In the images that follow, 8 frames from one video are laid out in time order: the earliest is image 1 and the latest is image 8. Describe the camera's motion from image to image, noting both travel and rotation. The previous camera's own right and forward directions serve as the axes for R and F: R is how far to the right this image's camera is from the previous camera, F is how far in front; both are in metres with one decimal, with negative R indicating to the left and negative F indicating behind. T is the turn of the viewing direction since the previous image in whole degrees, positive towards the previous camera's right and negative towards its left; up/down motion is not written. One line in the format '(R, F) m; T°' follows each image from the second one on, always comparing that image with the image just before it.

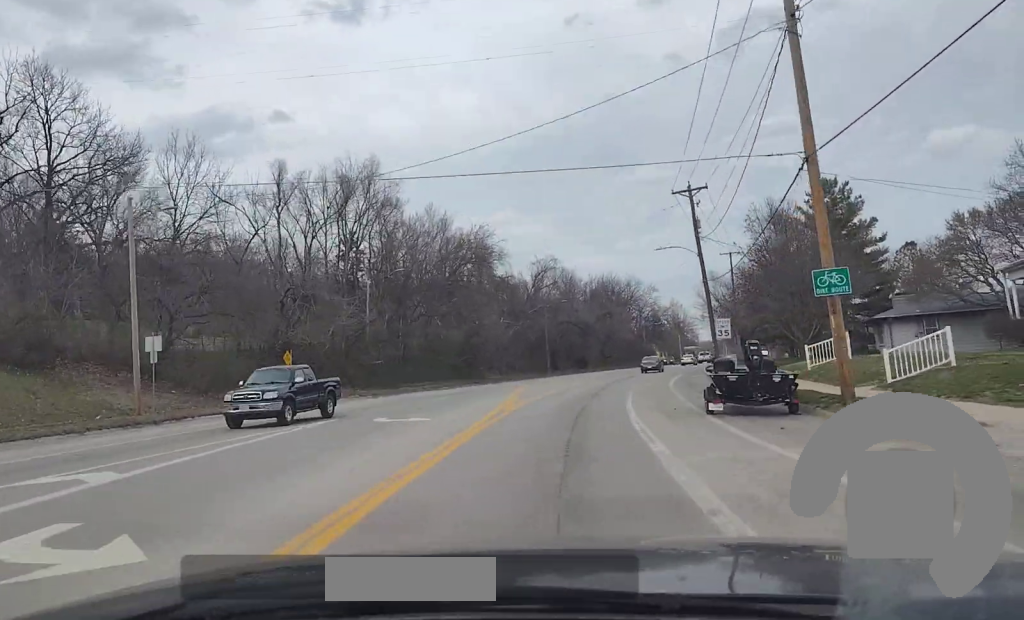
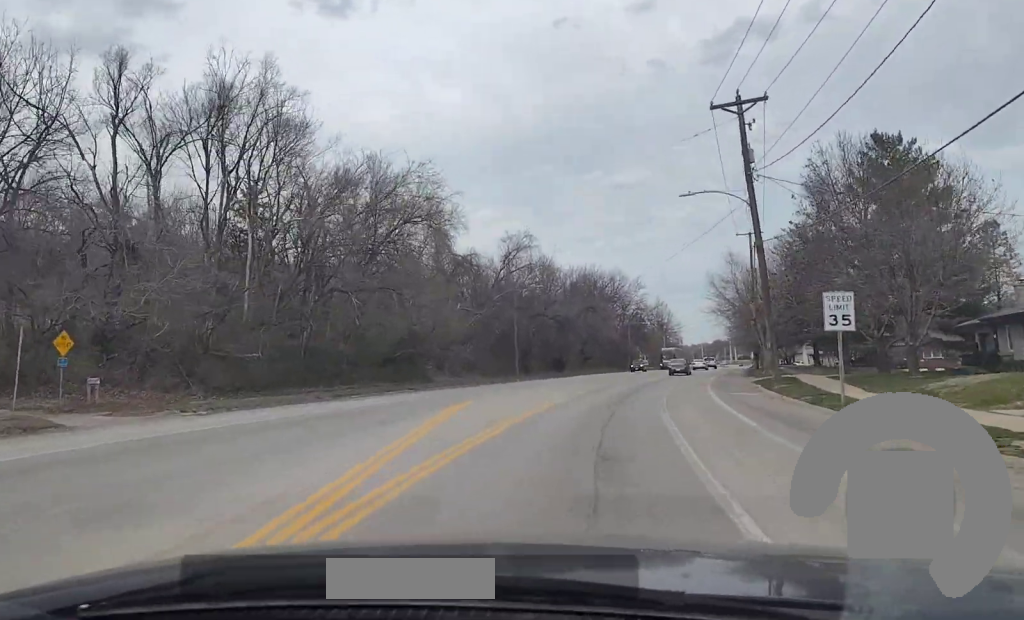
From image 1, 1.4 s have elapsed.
(+1.1, +22.8) m; +5°
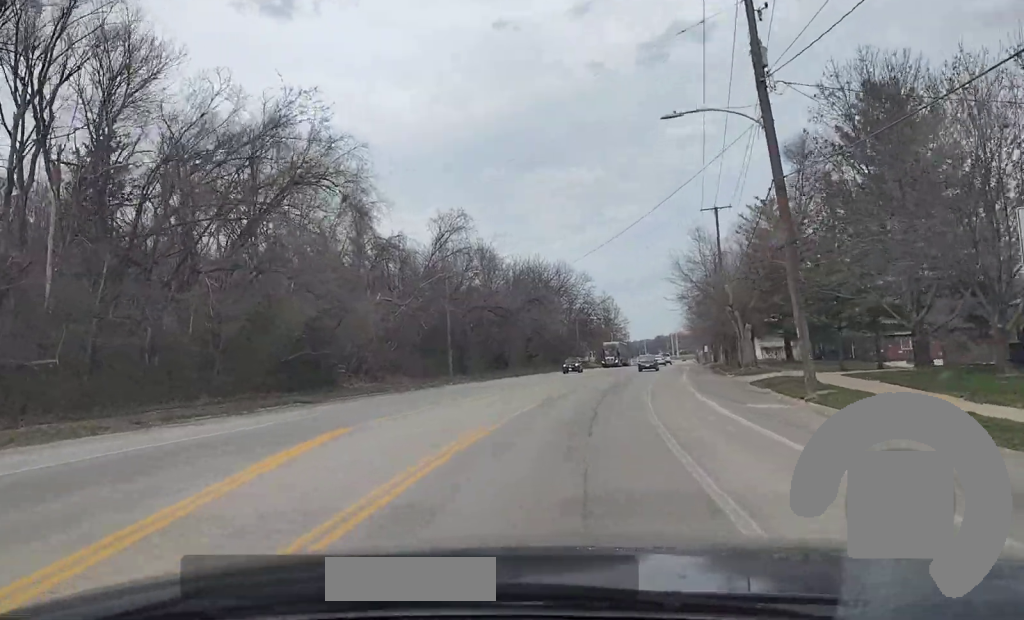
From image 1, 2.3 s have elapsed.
(+0.3, +13.3) m; +1°
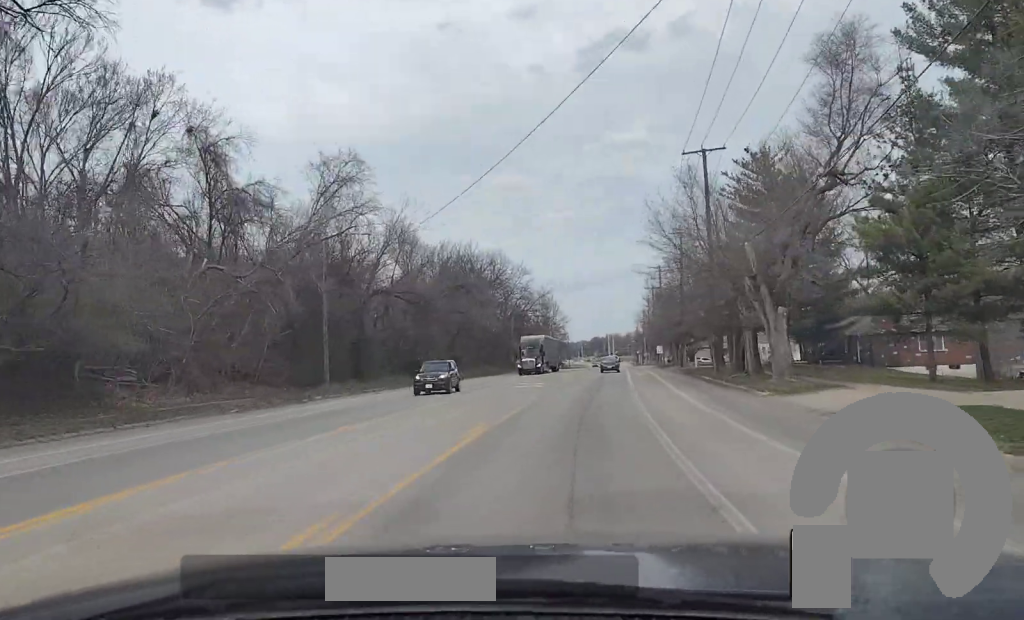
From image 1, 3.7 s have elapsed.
(0.0, +22.0) m; +2°
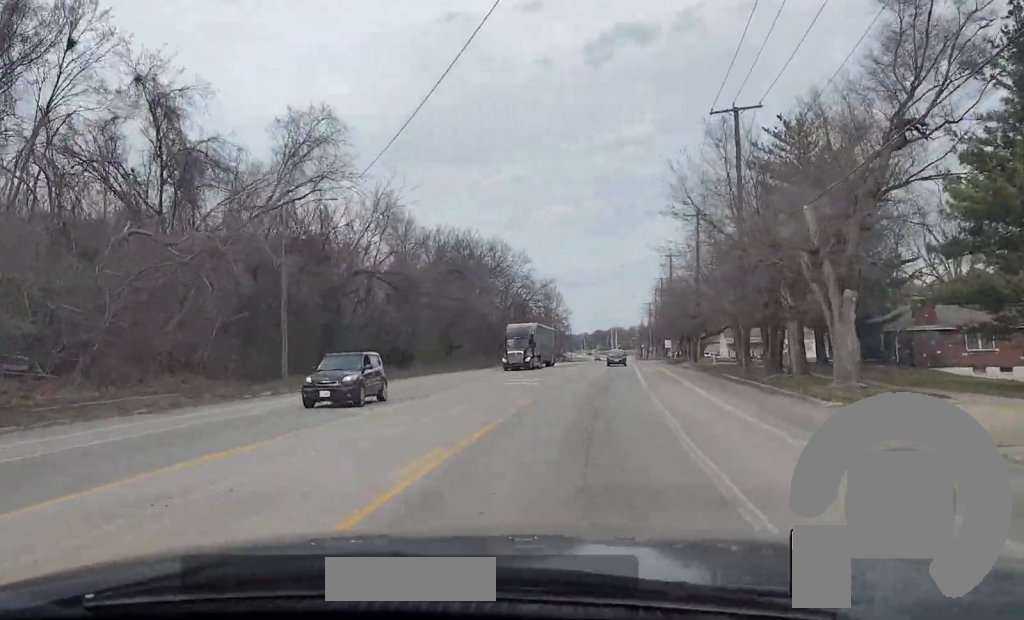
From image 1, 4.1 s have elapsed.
(0.0, +7.6) m; +1°
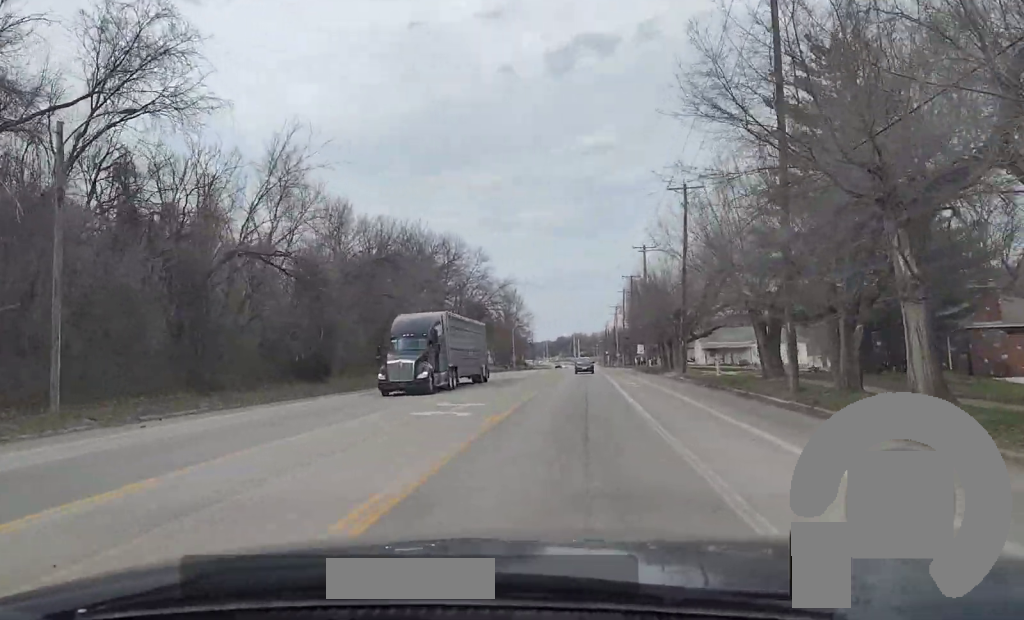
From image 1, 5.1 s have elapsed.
(+0.6, +15.7) m; +3°
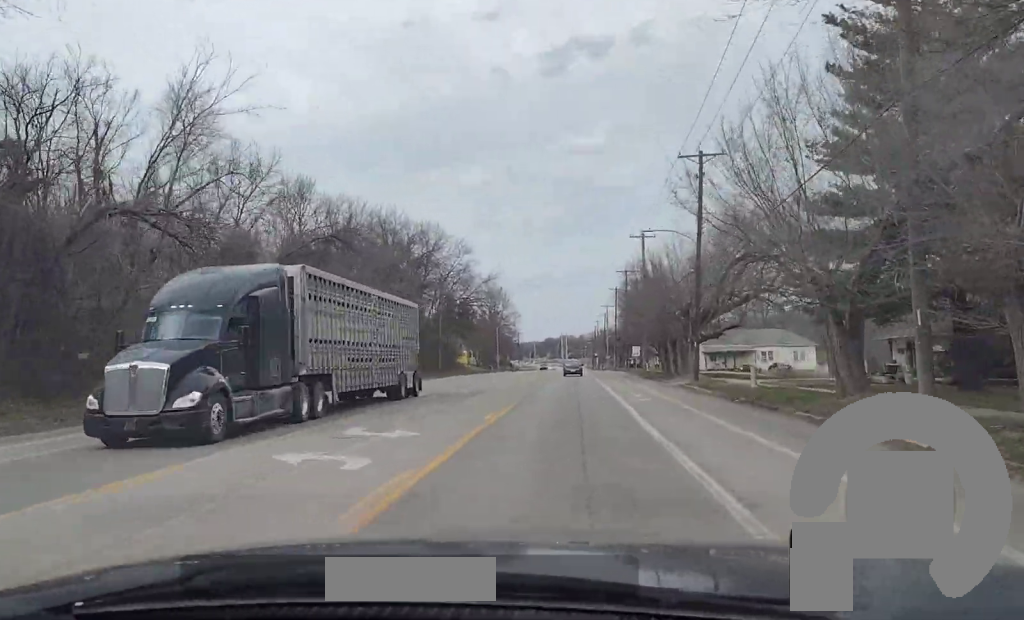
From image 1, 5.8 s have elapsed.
(+0.2, +11.0) m; +1°
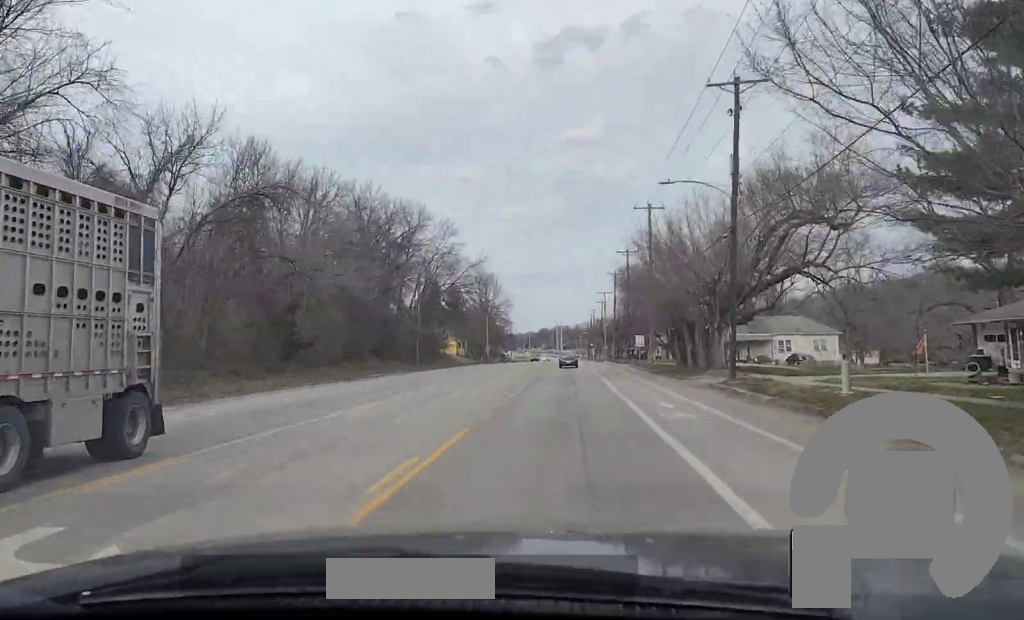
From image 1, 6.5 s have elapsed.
(+0.1, +11.7) m; 0°
